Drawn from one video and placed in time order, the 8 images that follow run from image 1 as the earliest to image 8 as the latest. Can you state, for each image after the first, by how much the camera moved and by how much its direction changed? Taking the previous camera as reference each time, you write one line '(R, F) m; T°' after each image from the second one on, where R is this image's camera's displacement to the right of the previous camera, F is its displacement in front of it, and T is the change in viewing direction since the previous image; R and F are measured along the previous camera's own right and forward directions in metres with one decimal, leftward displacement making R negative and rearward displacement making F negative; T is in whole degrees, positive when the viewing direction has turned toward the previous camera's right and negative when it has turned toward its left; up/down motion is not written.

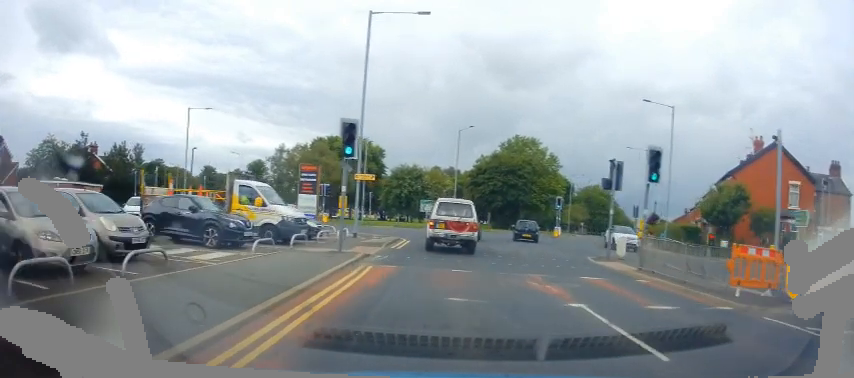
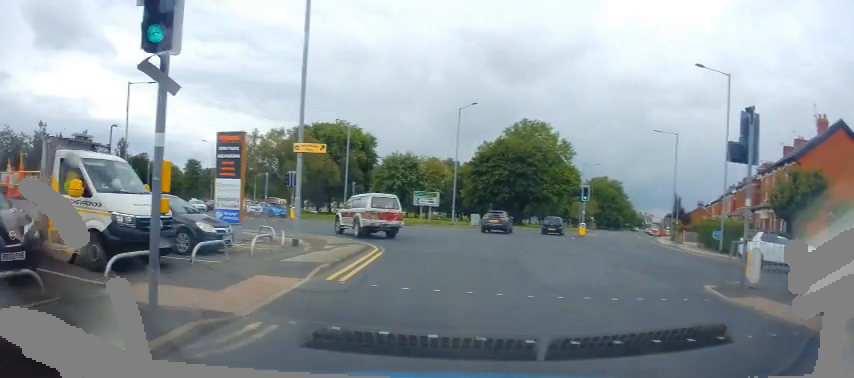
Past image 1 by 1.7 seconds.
(-0.5, +9.1) m; -5°
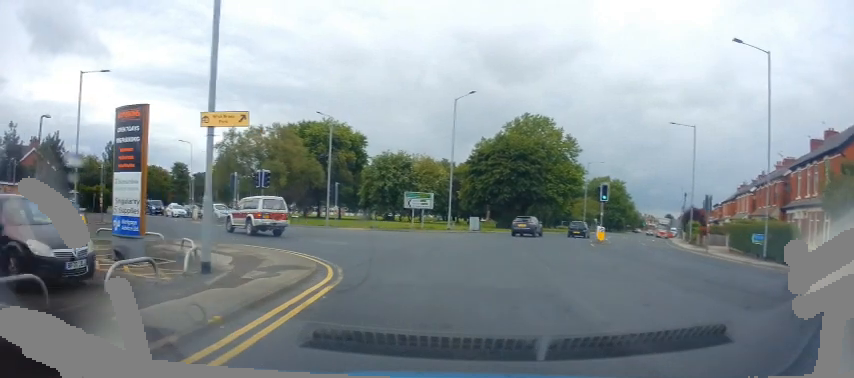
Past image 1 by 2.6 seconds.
(0.0, +5.5) m; -1°
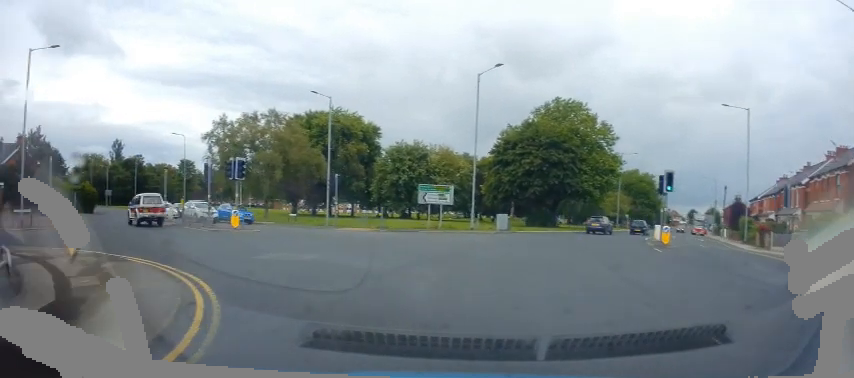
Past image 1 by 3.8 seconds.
(-0.4, +7.0) m; -11°
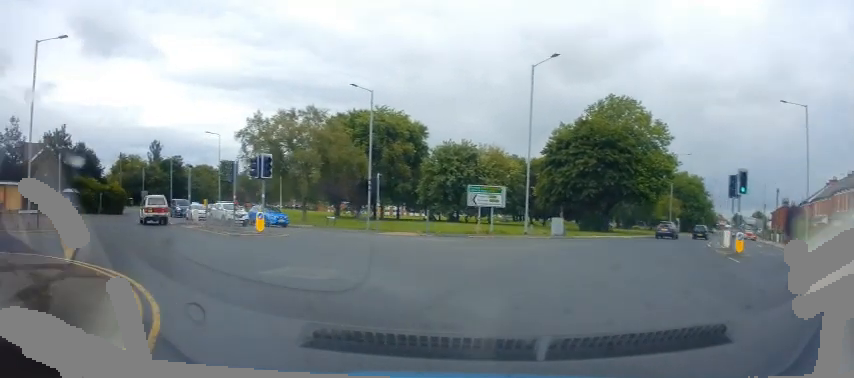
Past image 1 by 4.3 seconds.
(0.0, +2.9) m; -7°
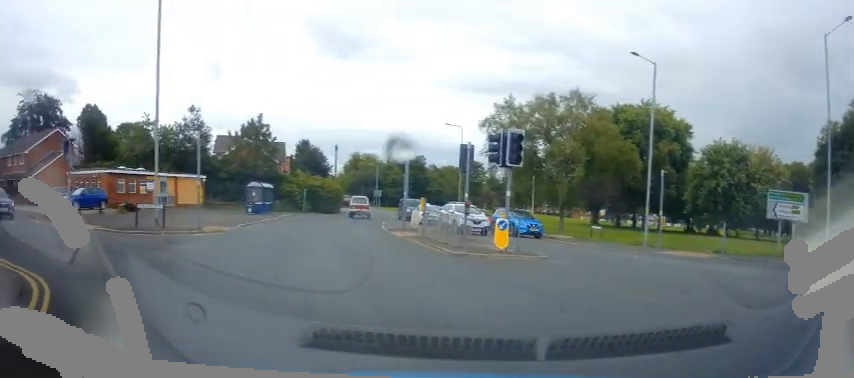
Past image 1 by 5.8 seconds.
(-1.9, +8.1) m; -23°
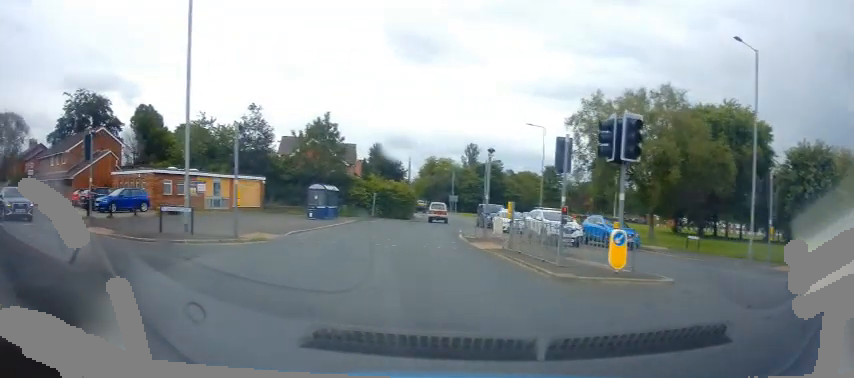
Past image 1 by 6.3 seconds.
(-0.4, +3.6) m; -7°
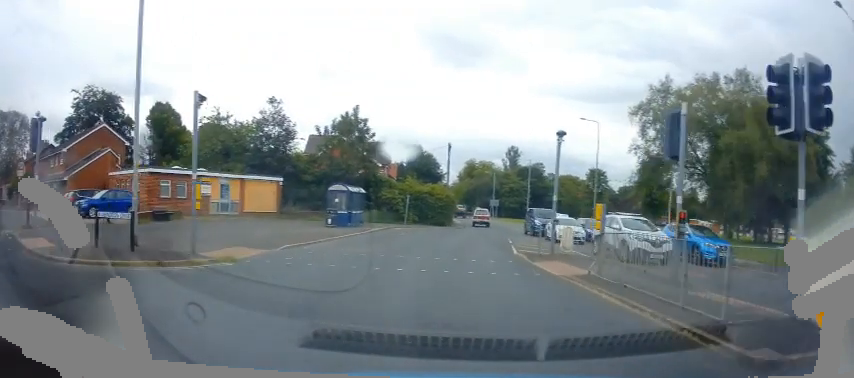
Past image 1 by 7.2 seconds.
(-0.2, +5.6) m; +1°
